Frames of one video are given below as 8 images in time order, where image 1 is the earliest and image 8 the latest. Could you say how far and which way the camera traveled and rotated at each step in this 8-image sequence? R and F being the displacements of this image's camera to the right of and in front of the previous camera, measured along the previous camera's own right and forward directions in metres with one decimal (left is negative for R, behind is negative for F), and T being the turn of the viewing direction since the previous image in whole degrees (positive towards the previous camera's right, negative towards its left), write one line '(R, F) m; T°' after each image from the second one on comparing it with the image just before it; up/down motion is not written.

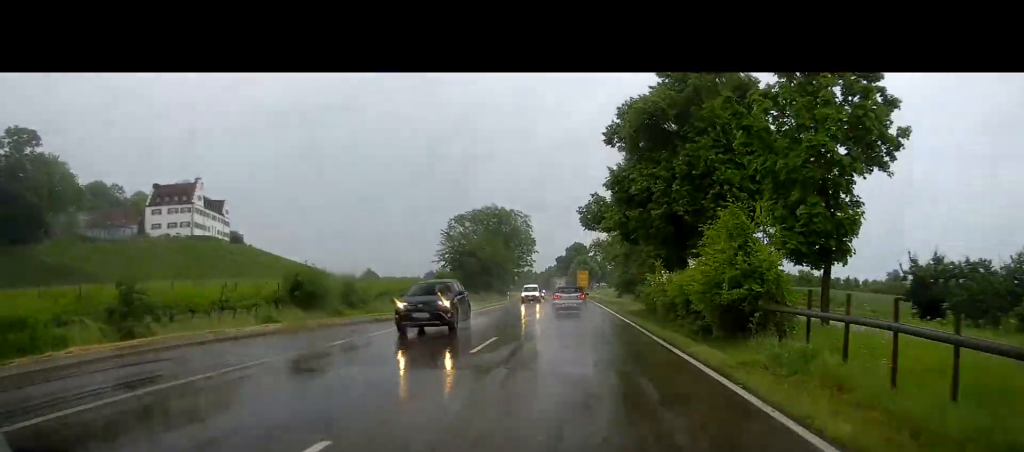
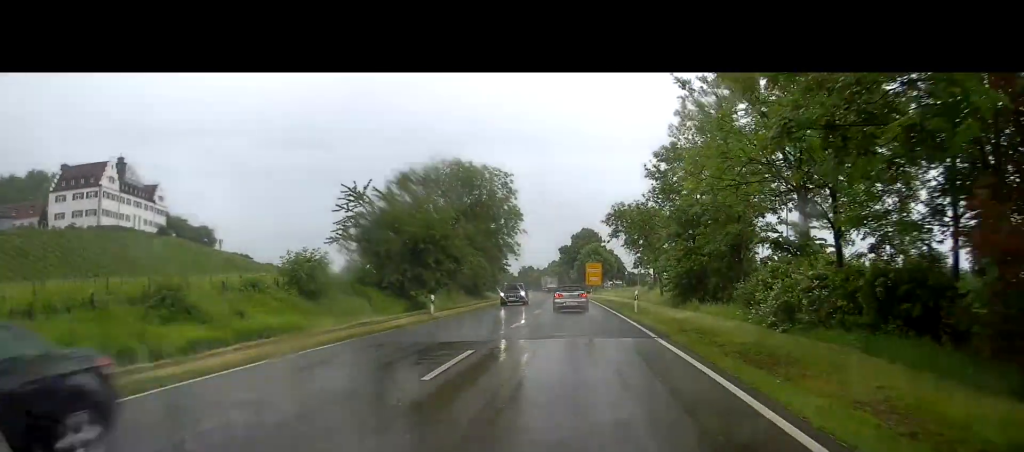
(+0.8, +39.4) m; +1°
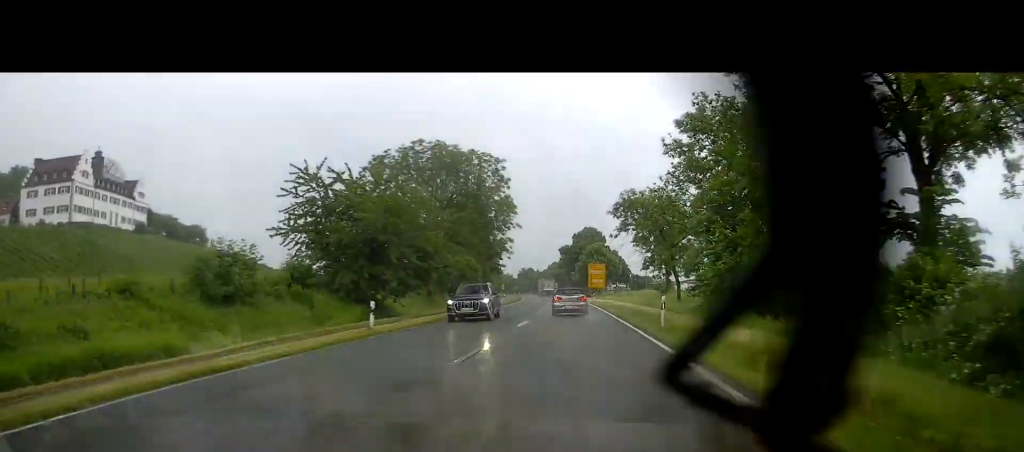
(0.0, +9.6) m; 0°
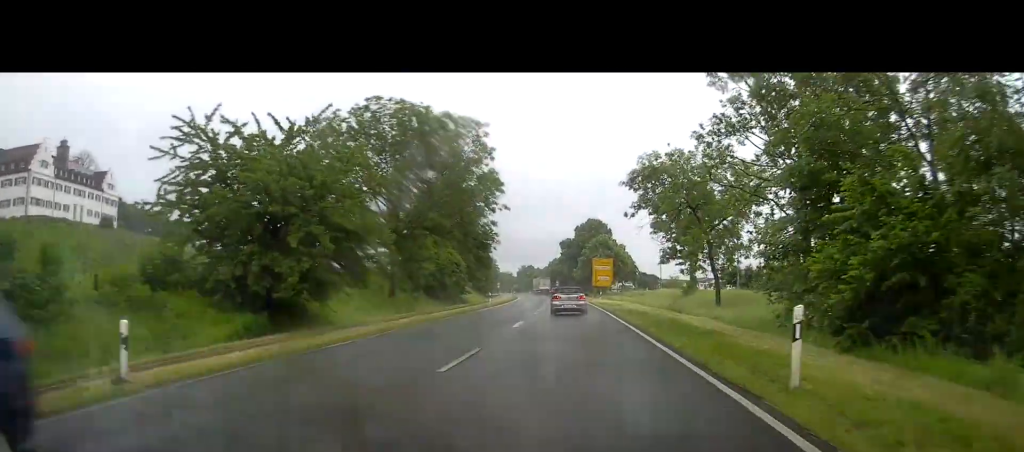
(0.0, +13.2) m; 0°
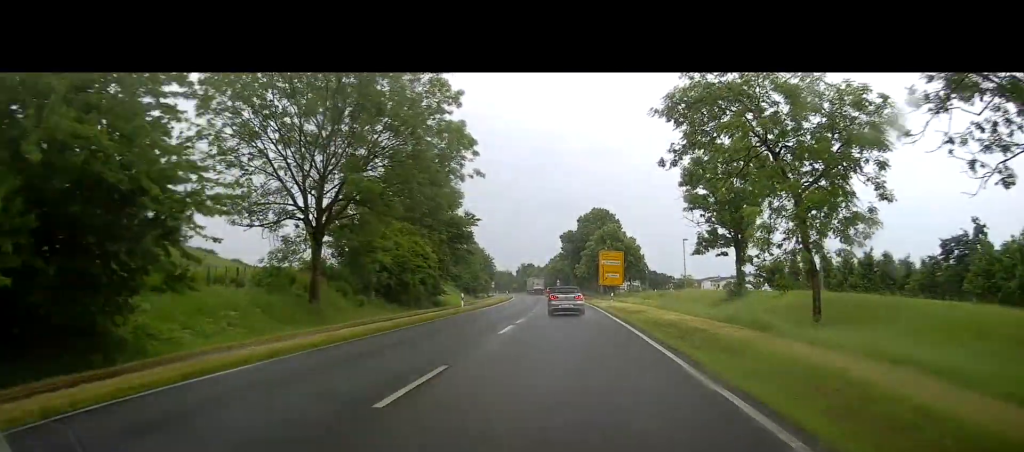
(+0.1, +15.1) m; -1°
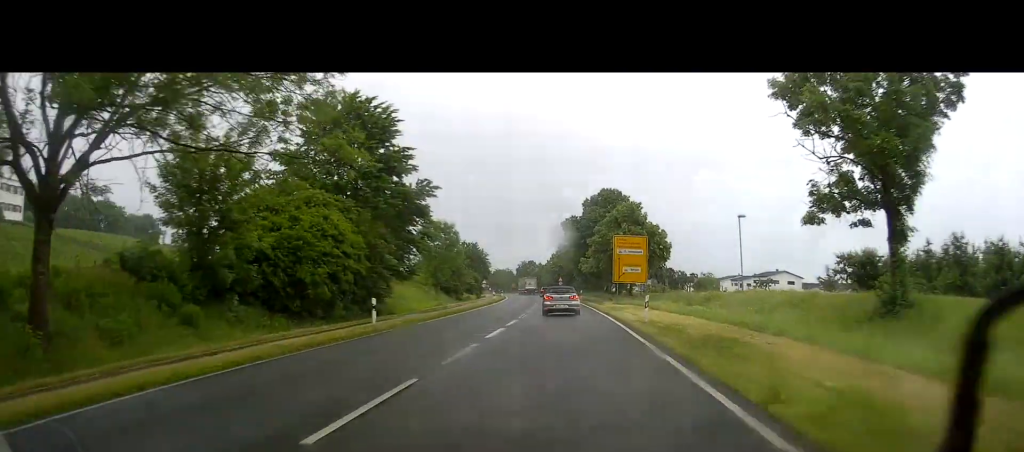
(-0.4, +19.4) m; 0°
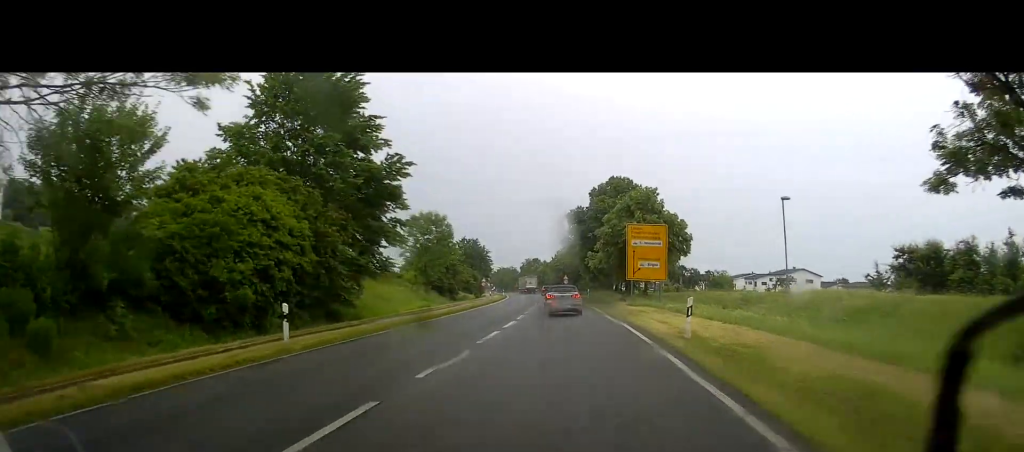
(+0.2, +7.9) m; 0°
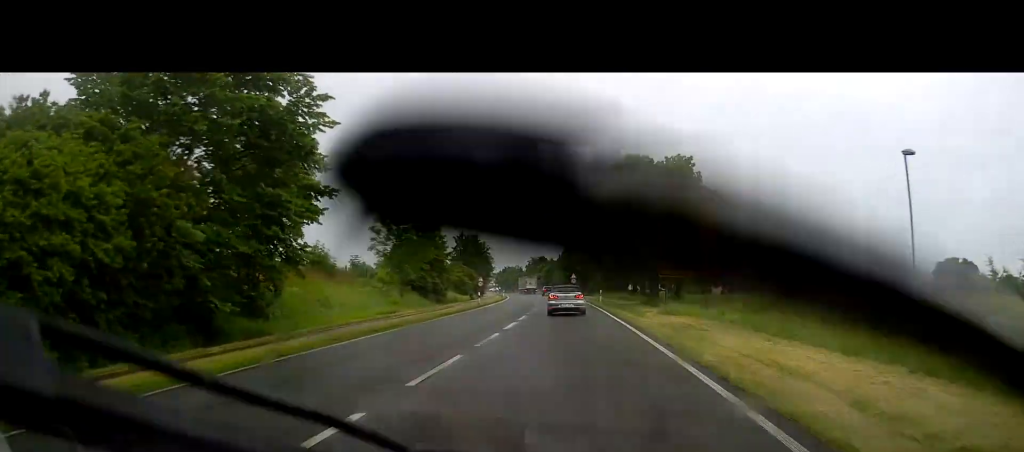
(+0.1, +12.8) m; 0°
